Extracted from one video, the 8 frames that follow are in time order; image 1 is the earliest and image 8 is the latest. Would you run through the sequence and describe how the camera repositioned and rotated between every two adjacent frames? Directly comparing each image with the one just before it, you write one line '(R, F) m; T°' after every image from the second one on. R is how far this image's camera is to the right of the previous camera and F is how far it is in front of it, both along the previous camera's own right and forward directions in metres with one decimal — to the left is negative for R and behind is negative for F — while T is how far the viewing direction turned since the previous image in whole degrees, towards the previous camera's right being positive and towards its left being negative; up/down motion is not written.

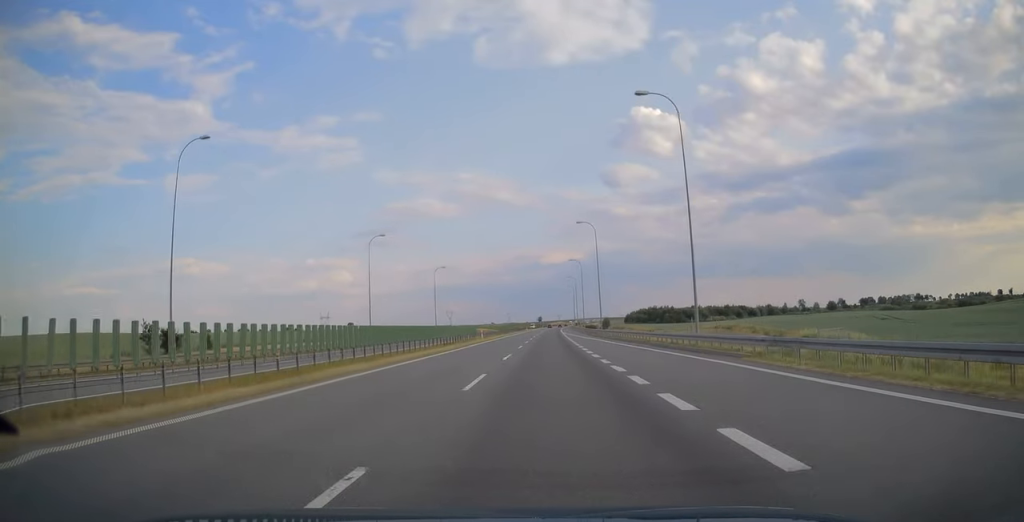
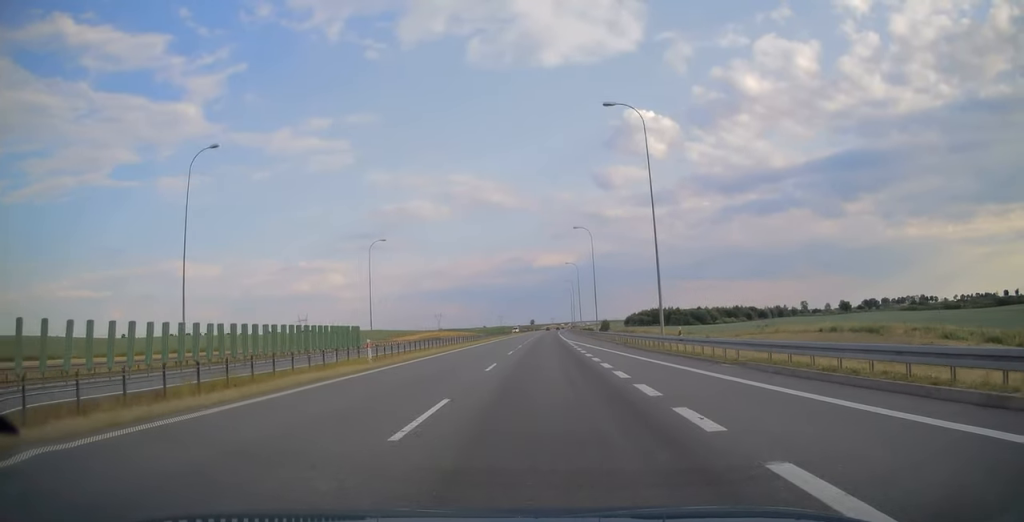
(+0.2, +41.9) m; +1°
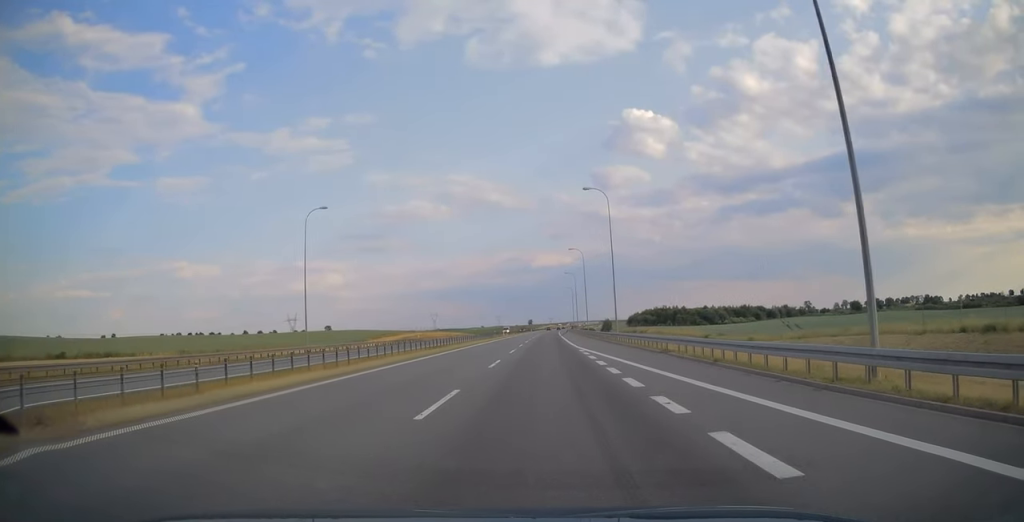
(+0.1, +22.3) m; 0°
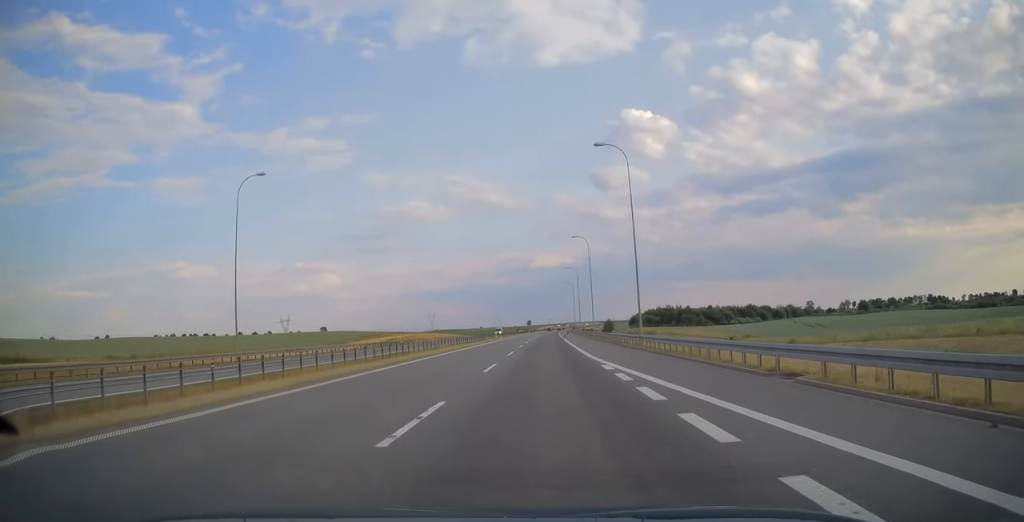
(0.0, +14.2) m; 0°
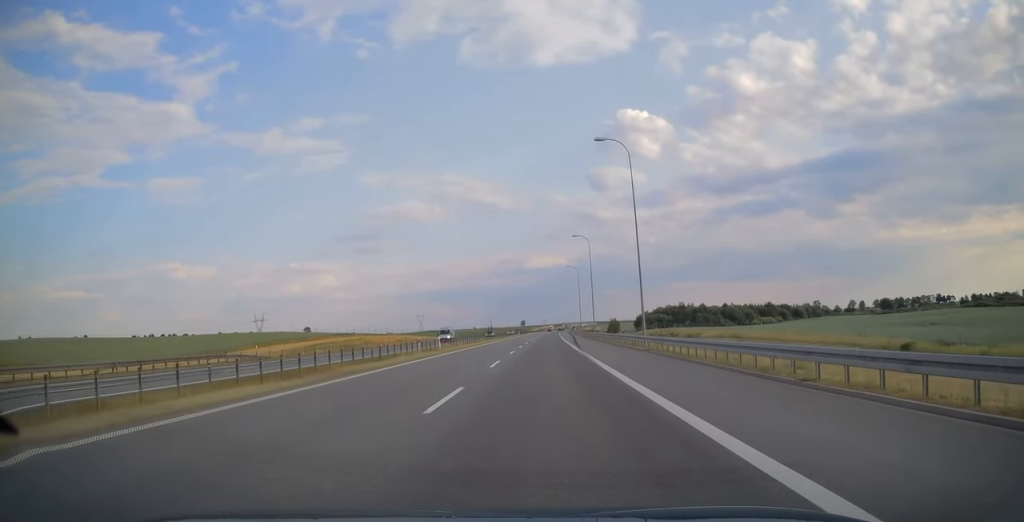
(+0.1, +45.2) m; +1°
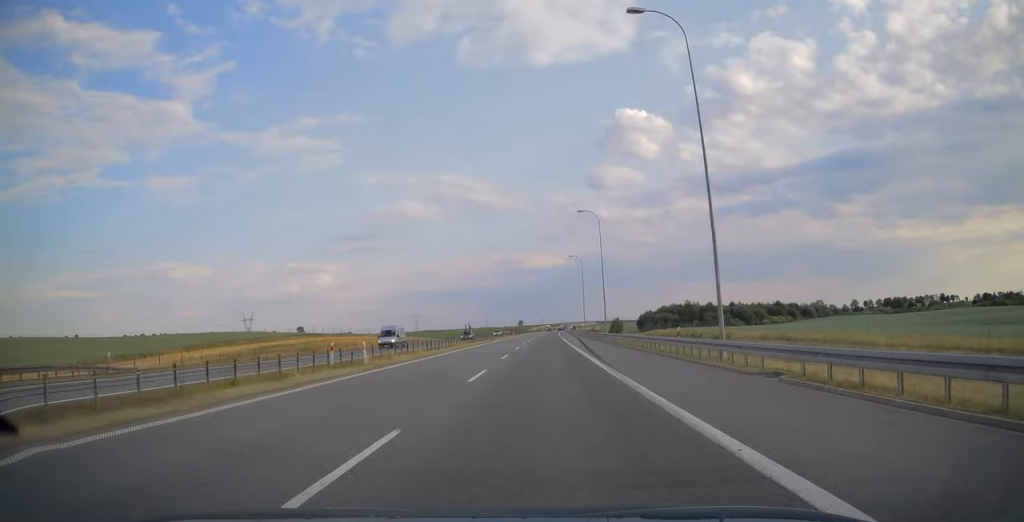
(+0.1, +18.0) m; 0°
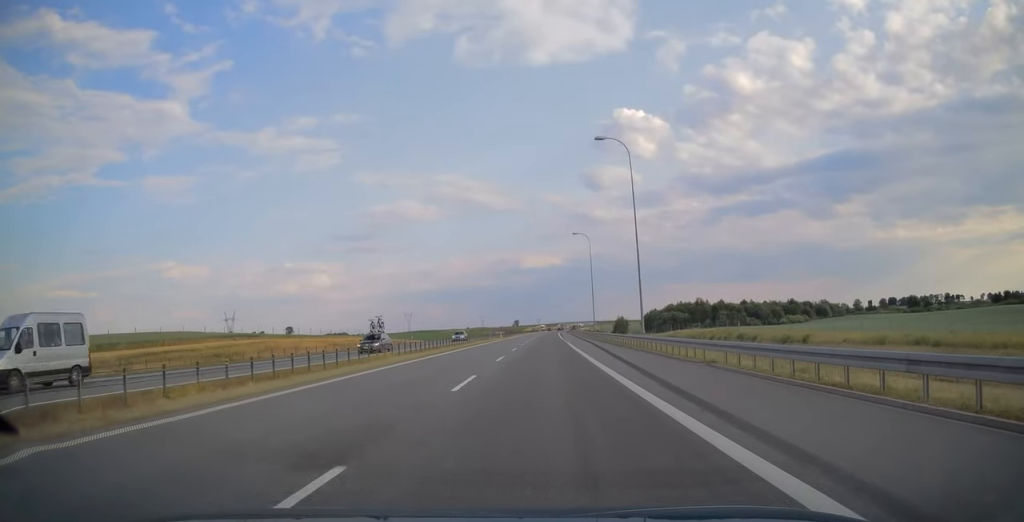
(0.0, +26.1) m; 0°
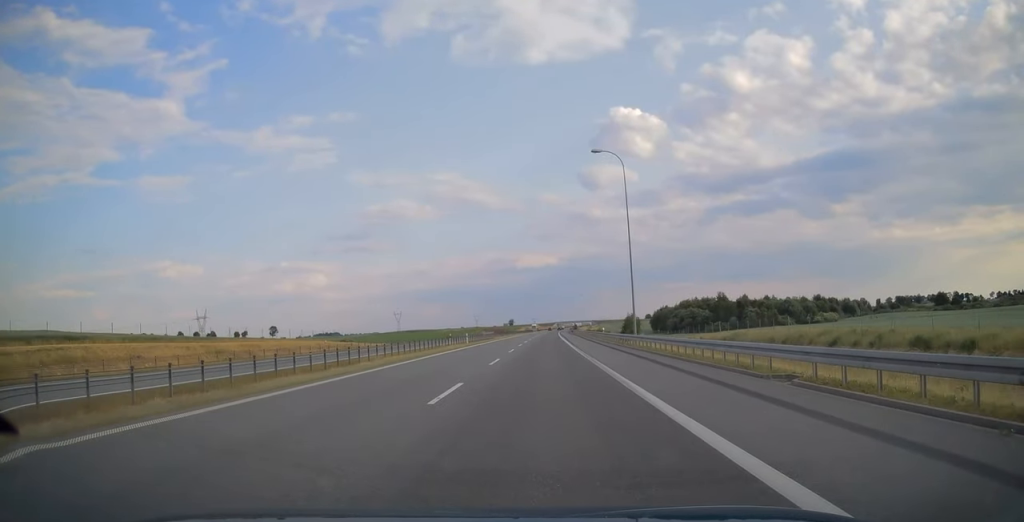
(+0.2, +38.7) m; 0°
